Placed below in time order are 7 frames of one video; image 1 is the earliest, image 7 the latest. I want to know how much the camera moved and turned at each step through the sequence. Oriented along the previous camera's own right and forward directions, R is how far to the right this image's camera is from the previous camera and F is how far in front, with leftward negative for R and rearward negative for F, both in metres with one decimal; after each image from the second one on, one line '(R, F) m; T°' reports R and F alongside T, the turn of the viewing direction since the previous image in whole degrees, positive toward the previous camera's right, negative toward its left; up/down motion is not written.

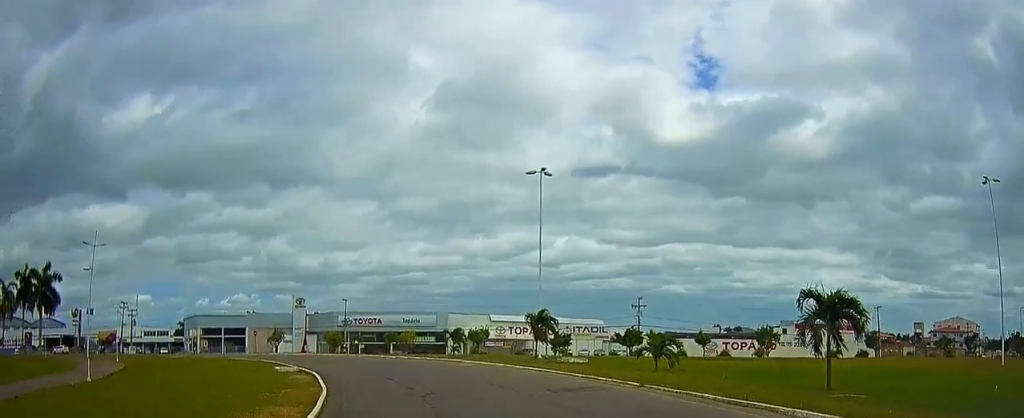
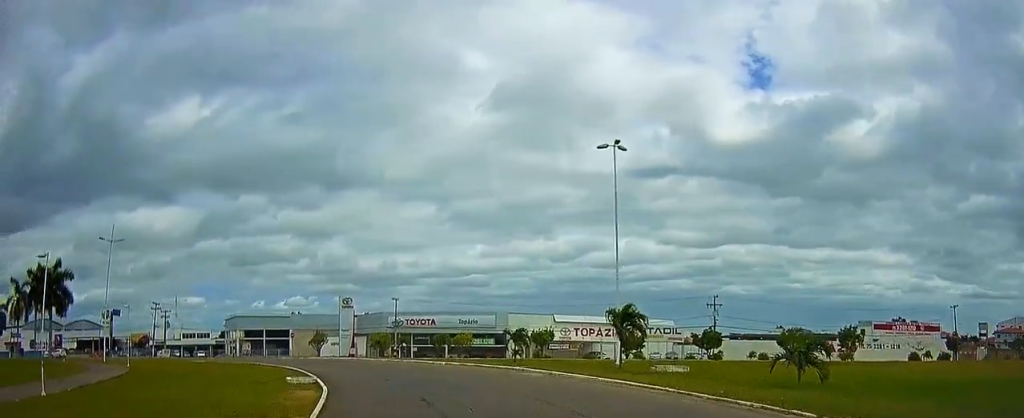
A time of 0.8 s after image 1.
(-0.5, +6.8) m; -8°
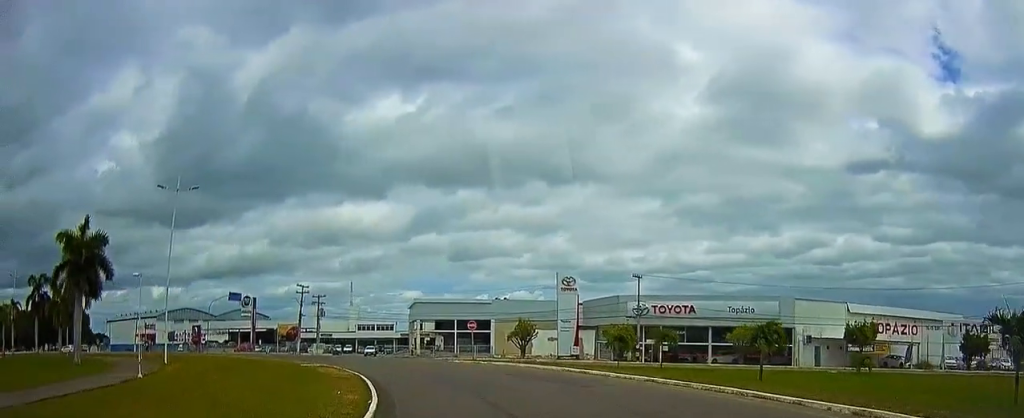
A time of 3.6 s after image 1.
(-4.0, +25.0) m; -16°
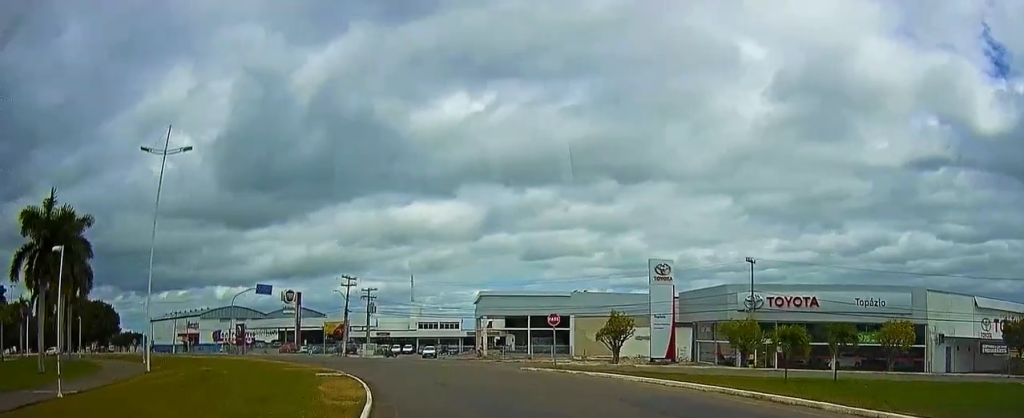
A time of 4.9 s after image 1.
(-0.6, +11.2) m; -9°
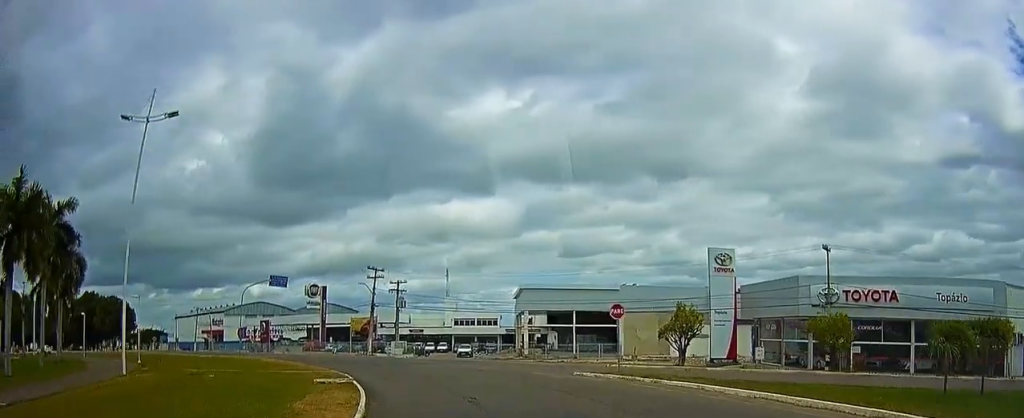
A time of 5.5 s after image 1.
(-0.5, +6.2) m; -5°
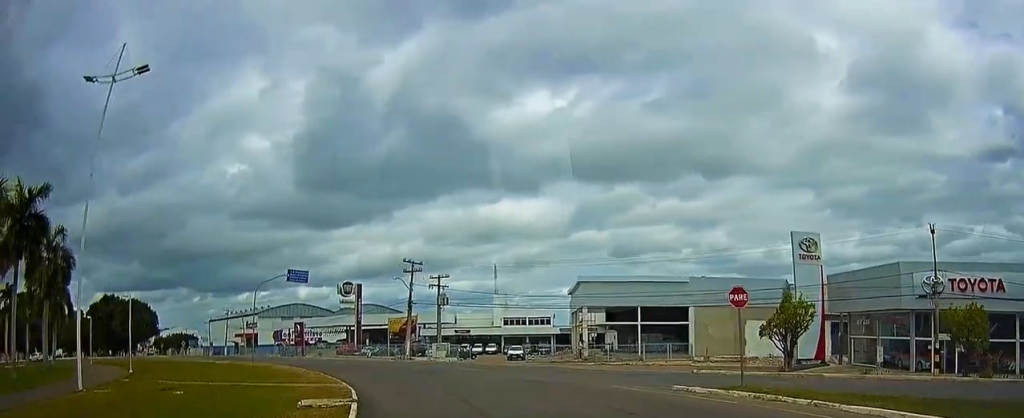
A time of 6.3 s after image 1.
(0.0, +7.5) m; -5°
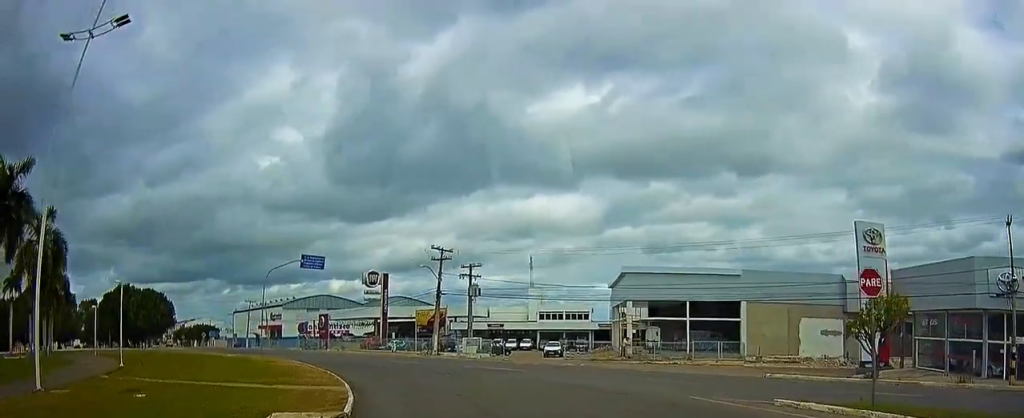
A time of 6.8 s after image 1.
(-0.3, +4.6) m; -2°
